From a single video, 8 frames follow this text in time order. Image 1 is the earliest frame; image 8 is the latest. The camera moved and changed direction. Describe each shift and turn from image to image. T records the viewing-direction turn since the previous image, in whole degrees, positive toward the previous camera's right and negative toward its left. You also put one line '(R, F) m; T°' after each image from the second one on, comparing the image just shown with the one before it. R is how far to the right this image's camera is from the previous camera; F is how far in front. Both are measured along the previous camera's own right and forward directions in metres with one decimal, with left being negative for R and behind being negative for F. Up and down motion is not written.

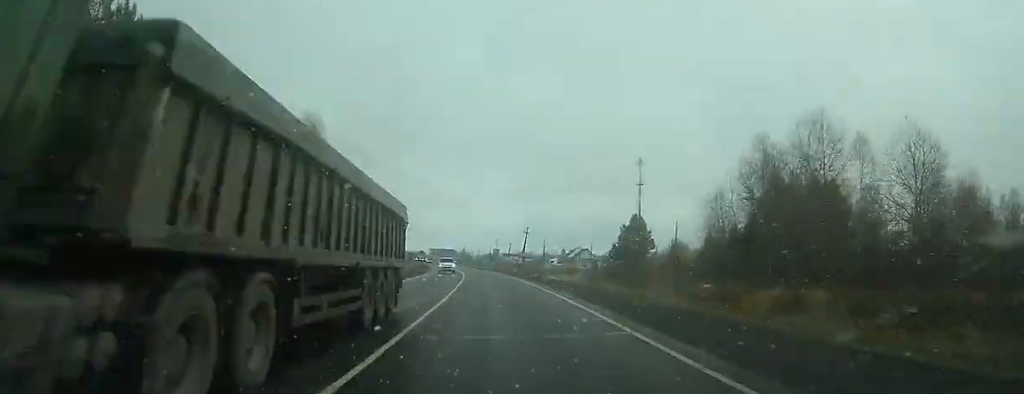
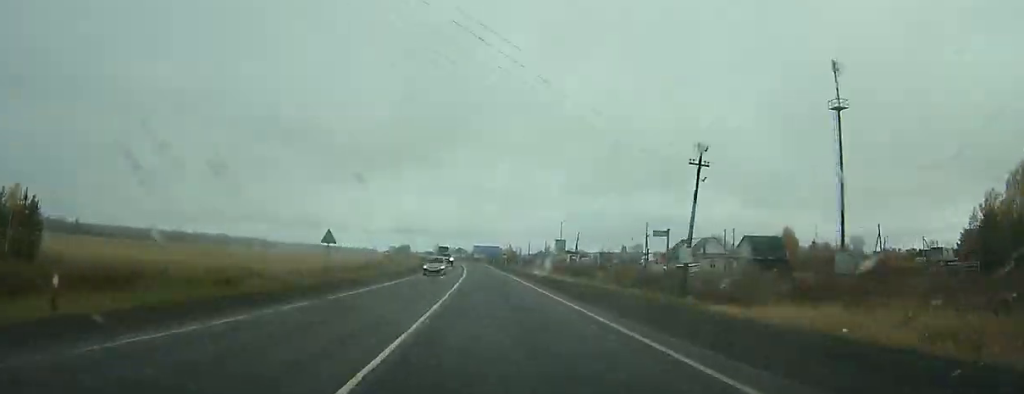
(-3.3, +82.9) m; -5°
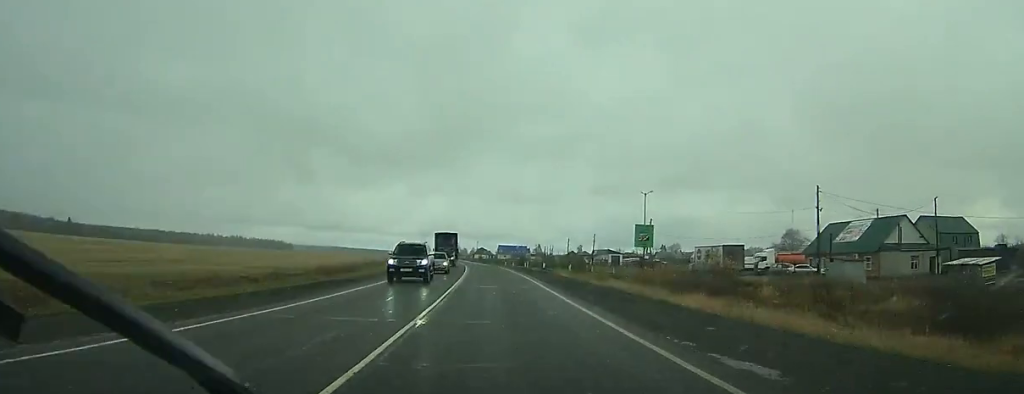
(-1.7, +50.7) m; -3°
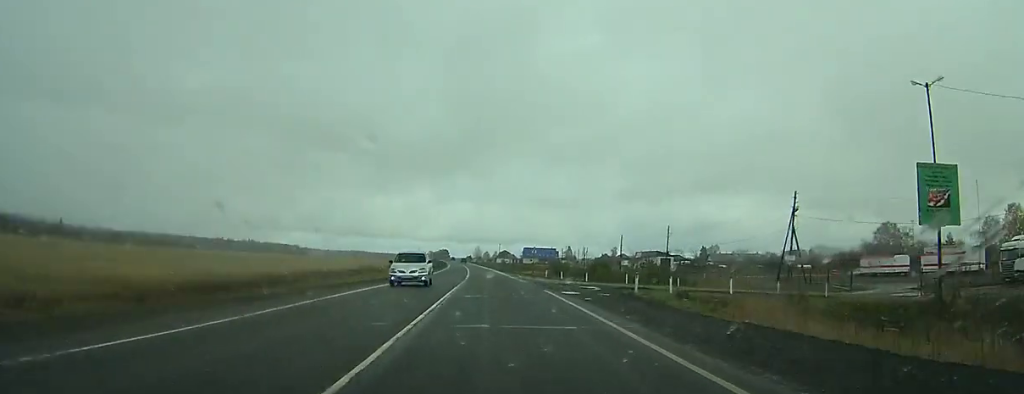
(-0.9, +46.2) m; -2°
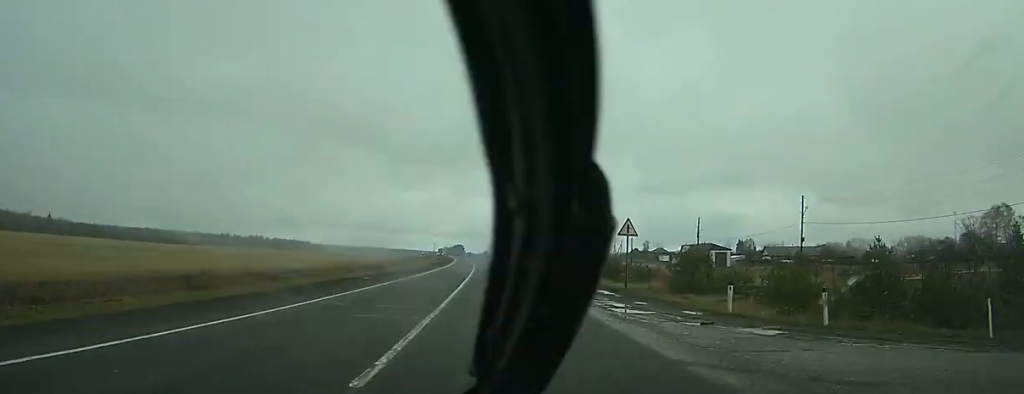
(-0.4, +41.7) m; -1°
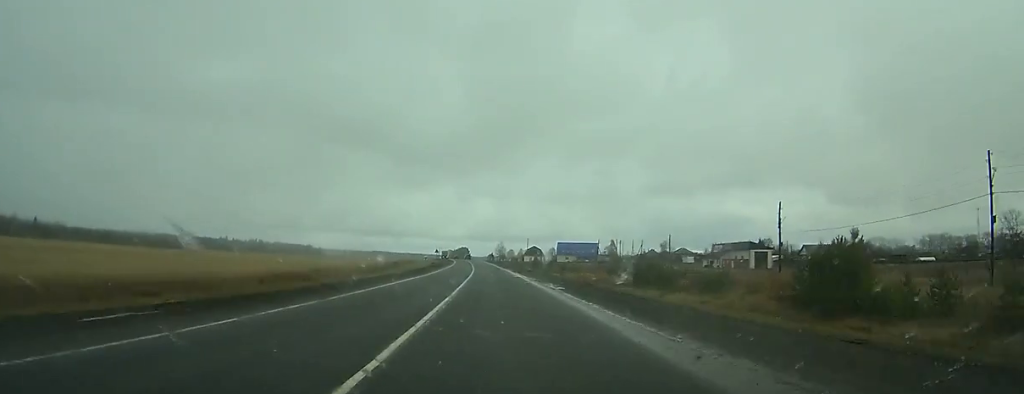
(-0.3, +26.2) m; -1°
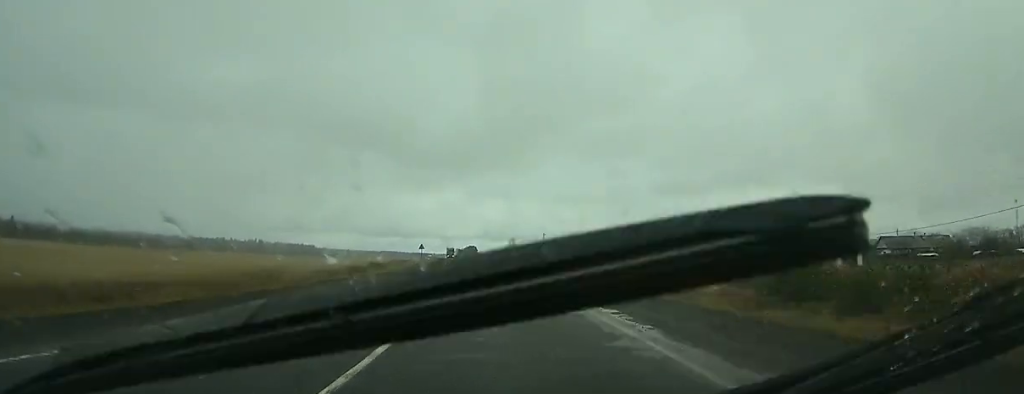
(-0.3, +39.5) m; -1°
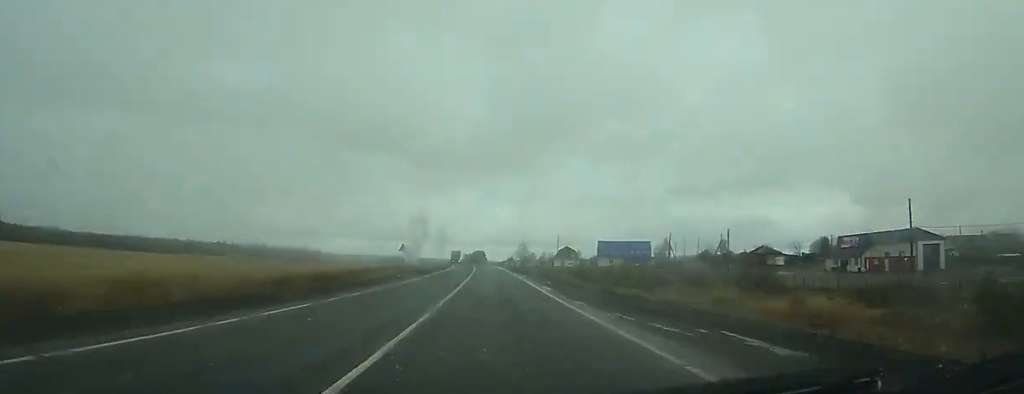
(0.0, +23.7) m; 0°
